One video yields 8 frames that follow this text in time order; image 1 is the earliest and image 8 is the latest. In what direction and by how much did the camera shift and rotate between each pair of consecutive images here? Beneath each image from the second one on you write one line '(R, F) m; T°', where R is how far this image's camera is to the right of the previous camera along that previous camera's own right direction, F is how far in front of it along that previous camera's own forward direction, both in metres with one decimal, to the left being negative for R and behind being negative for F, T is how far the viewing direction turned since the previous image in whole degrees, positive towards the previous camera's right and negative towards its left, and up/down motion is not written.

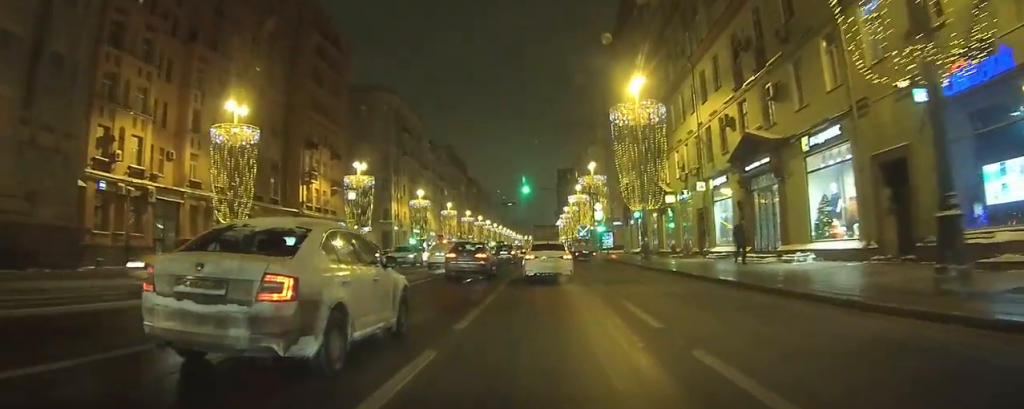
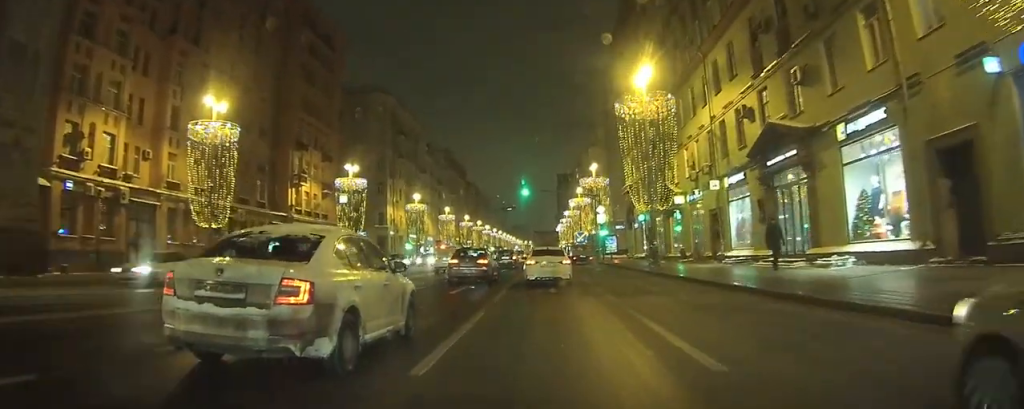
(0.0, +3.0) m; -3°
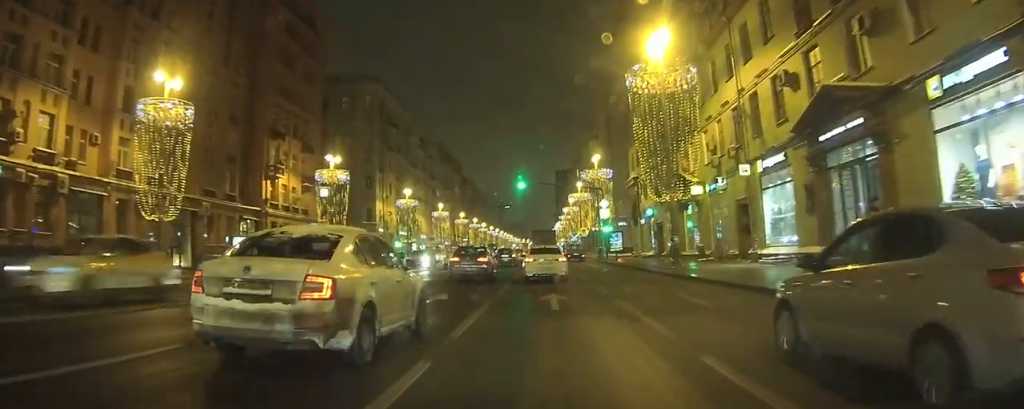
(-0.4, +5.7) m; 0°
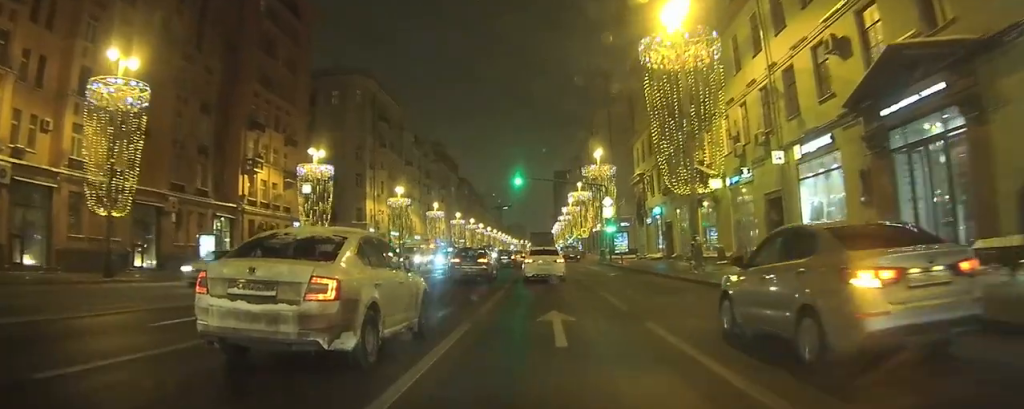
(+0.3, +4.6) m; +2°
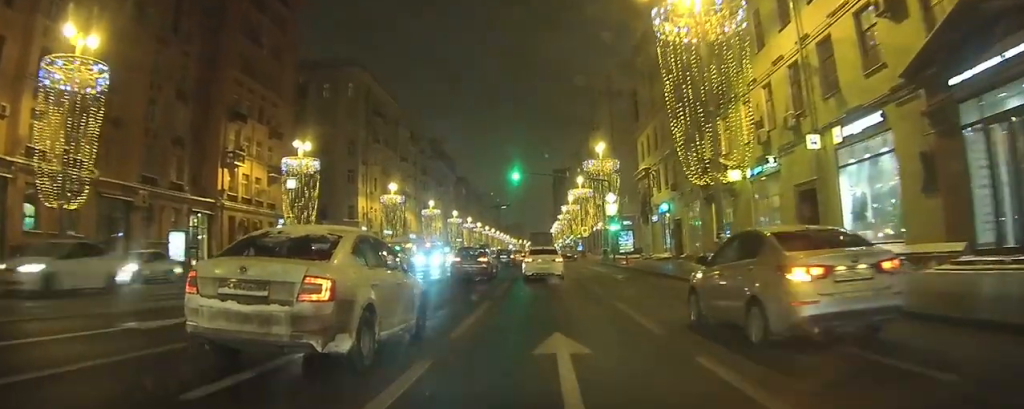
(+0.1, +3.5) m; +1°
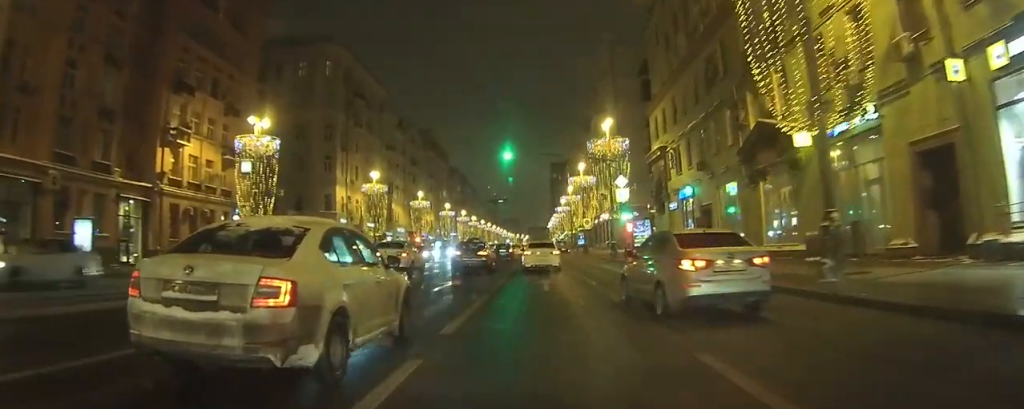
(-0.1, +8.3) m; 0°
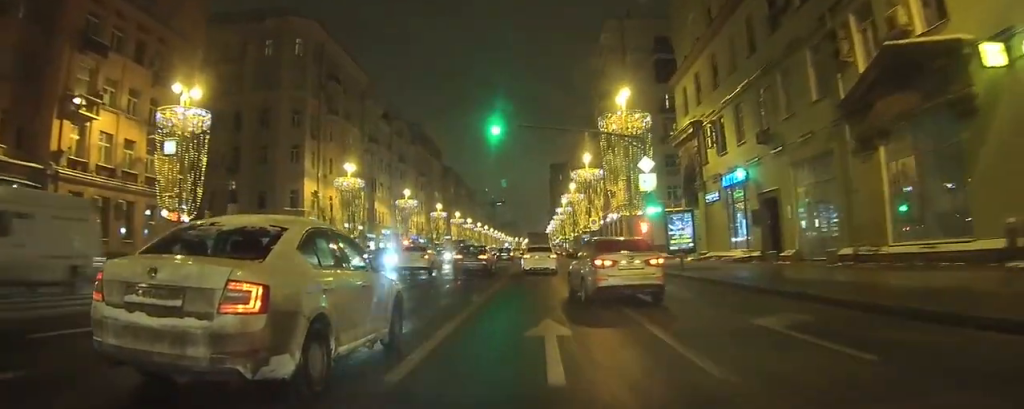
(+0.3, +10.4) m; +5°
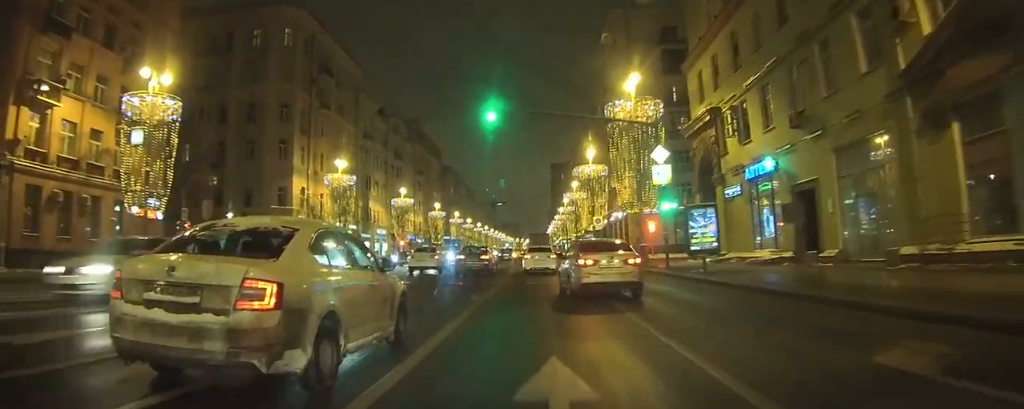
(+0.1, +3.7) m; +2°
